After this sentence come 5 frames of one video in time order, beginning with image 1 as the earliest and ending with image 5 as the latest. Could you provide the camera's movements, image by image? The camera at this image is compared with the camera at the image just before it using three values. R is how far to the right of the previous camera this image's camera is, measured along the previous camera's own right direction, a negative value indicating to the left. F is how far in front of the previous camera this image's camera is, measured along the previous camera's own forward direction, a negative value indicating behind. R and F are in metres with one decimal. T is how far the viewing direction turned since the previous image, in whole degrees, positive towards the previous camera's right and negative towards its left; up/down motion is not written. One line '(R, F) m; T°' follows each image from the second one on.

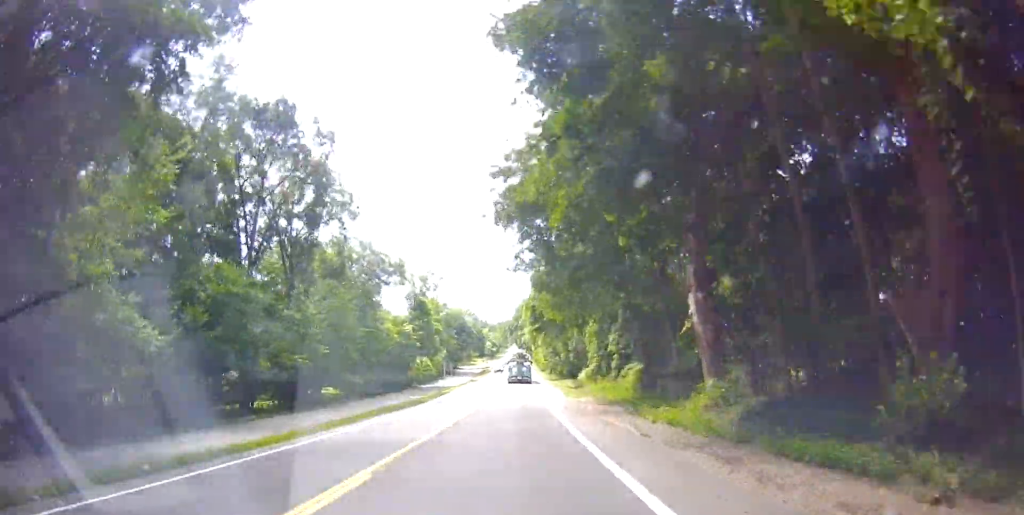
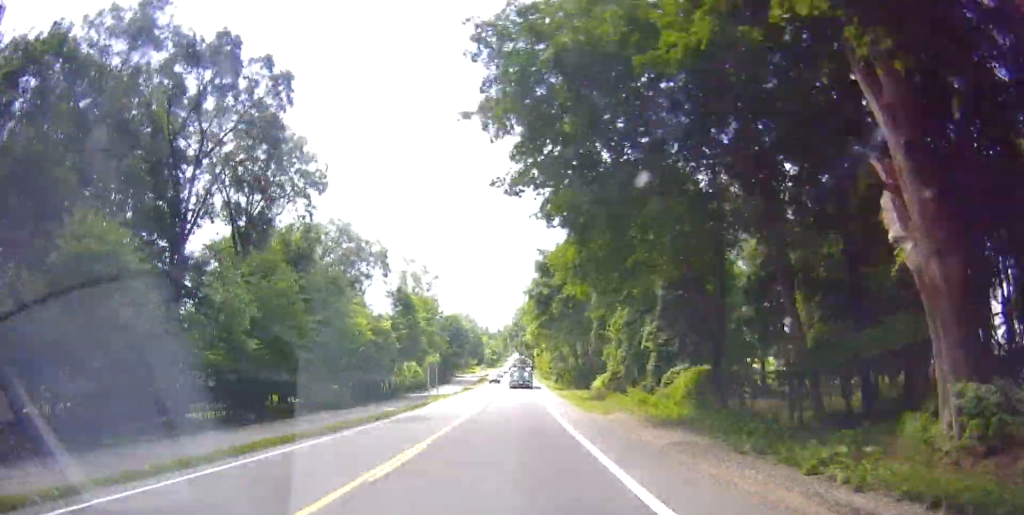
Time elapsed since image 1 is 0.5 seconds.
(+0.5, +10.5) m; -1°
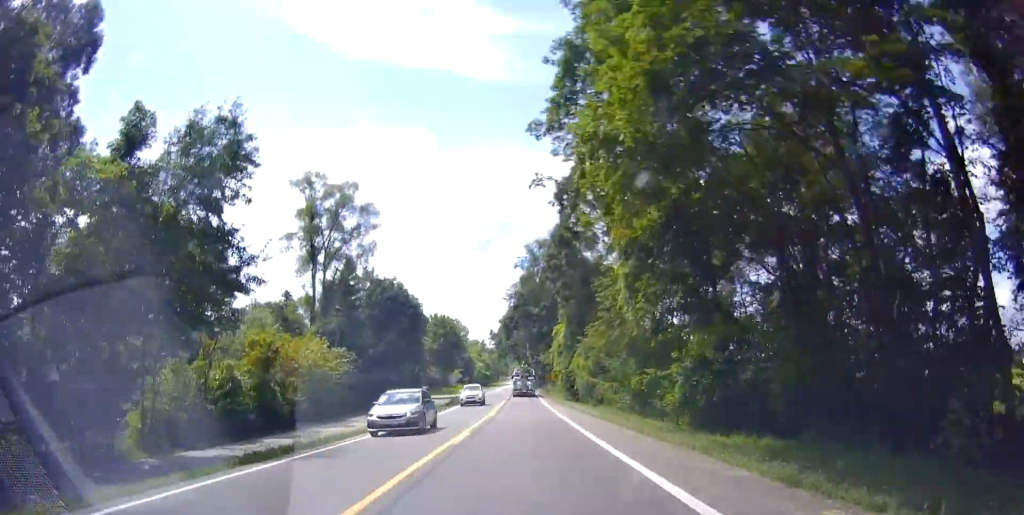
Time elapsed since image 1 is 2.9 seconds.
(-1.2, +51.8) m; 0°
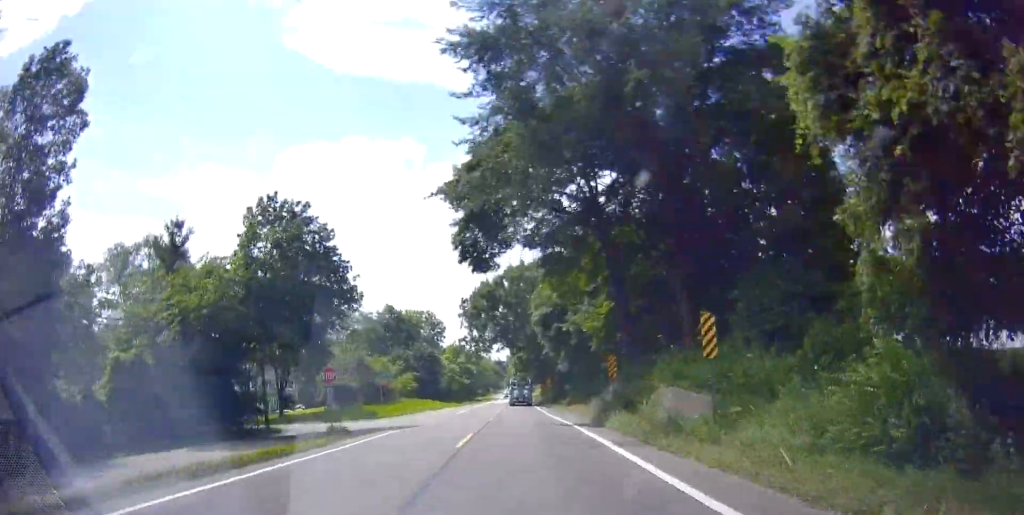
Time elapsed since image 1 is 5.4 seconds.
(-0.4, +60.6) m; 0°
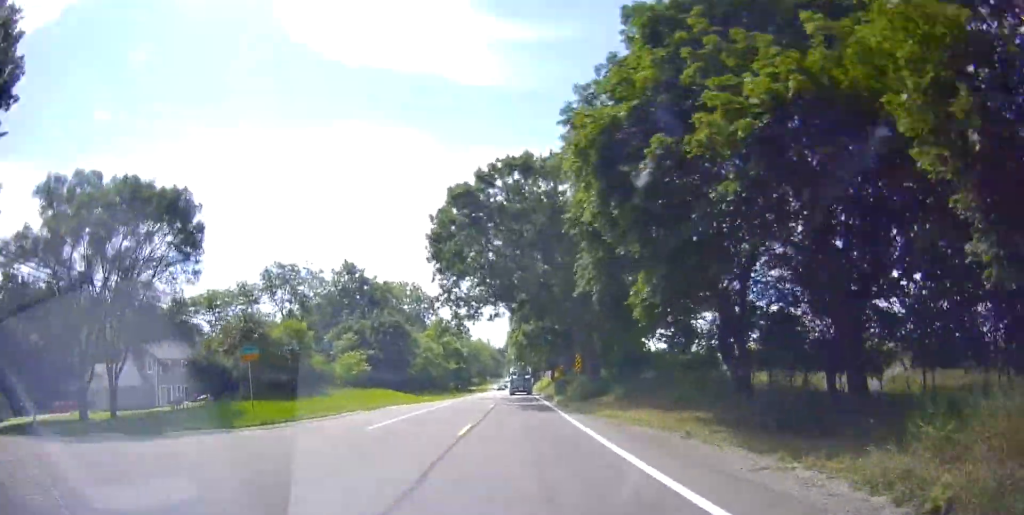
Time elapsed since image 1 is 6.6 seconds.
(0.0, +29.1) m; -2°
